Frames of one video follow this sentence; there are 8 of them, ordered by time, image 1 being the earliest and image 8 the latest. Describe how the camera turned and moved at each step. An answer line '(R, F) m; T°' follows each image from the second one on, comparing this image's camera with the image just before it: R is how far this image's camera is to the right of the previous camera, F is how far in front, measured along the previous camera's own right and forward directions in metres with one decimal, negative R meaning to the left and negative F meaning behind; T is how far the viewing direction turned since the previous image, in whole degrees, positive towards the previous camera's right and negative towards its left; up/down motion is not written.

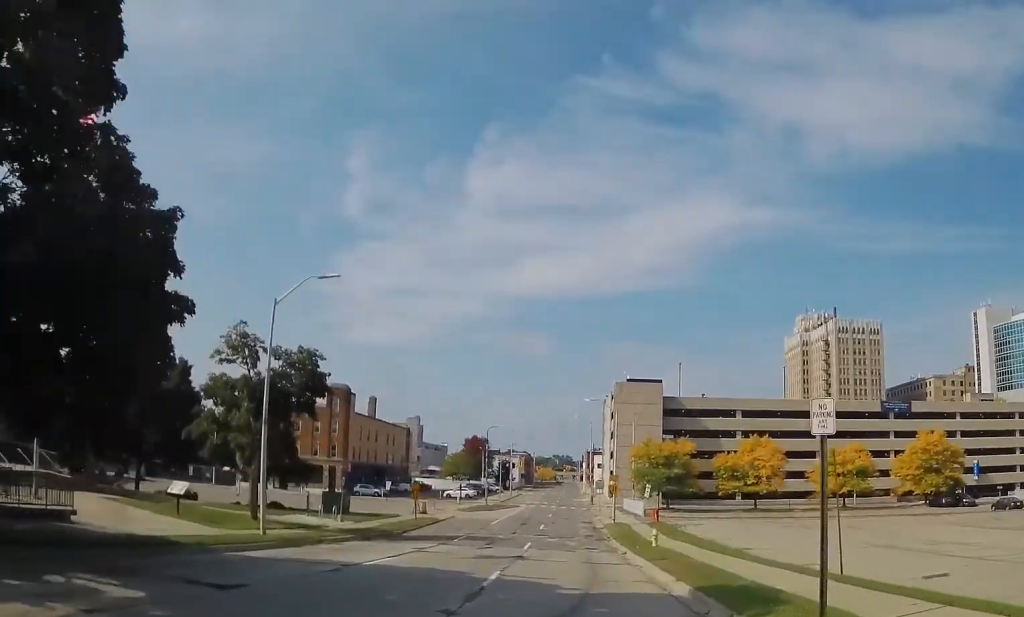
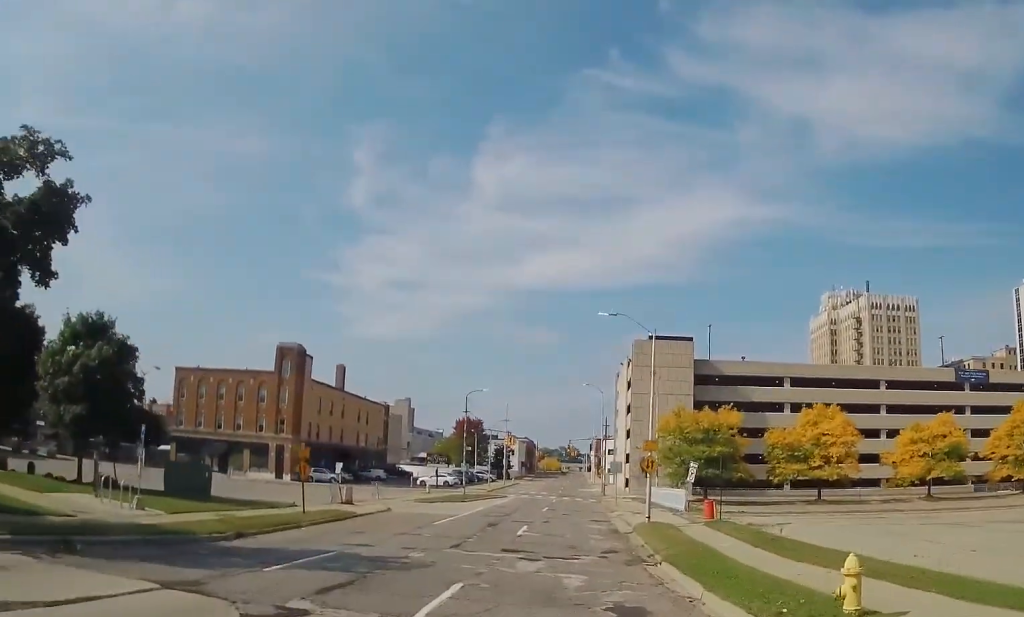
(+0.7, +21.3) m; +1°
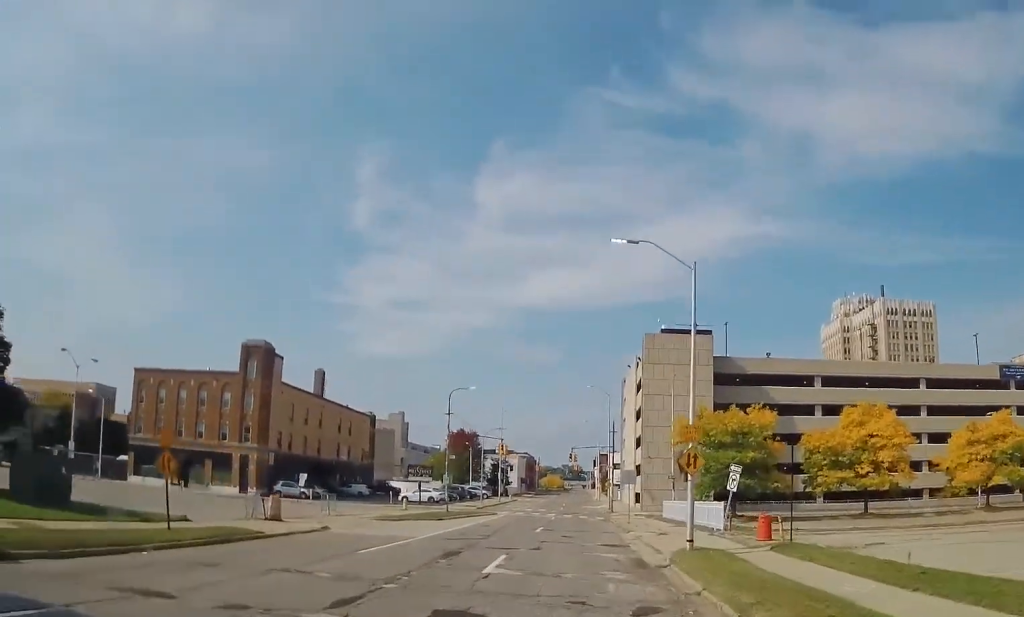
(-0.4, +10.2) m; -1°
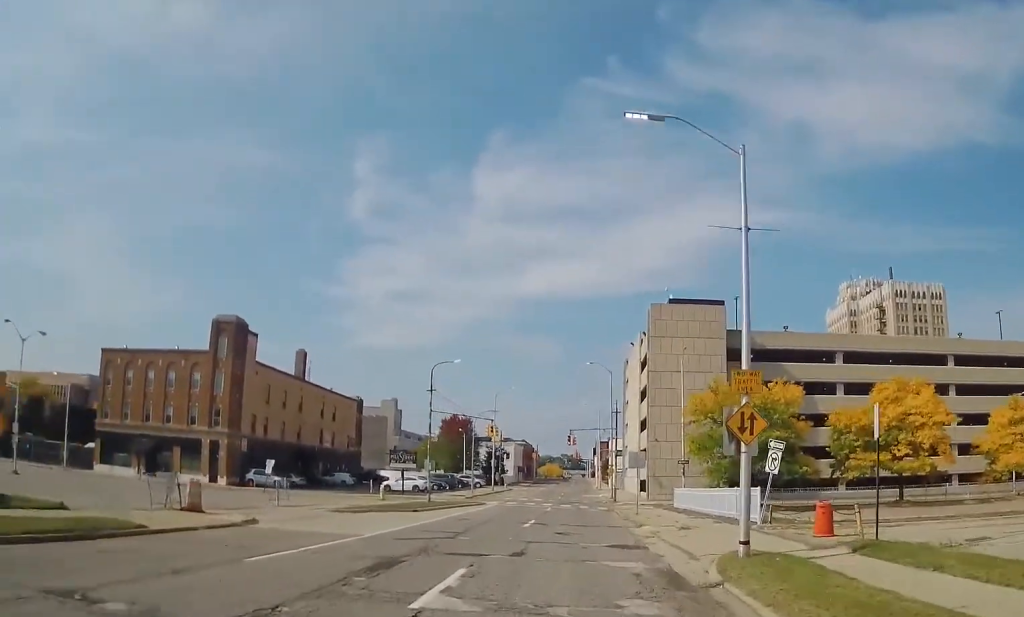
(-0.2, +6.6) m; -1°
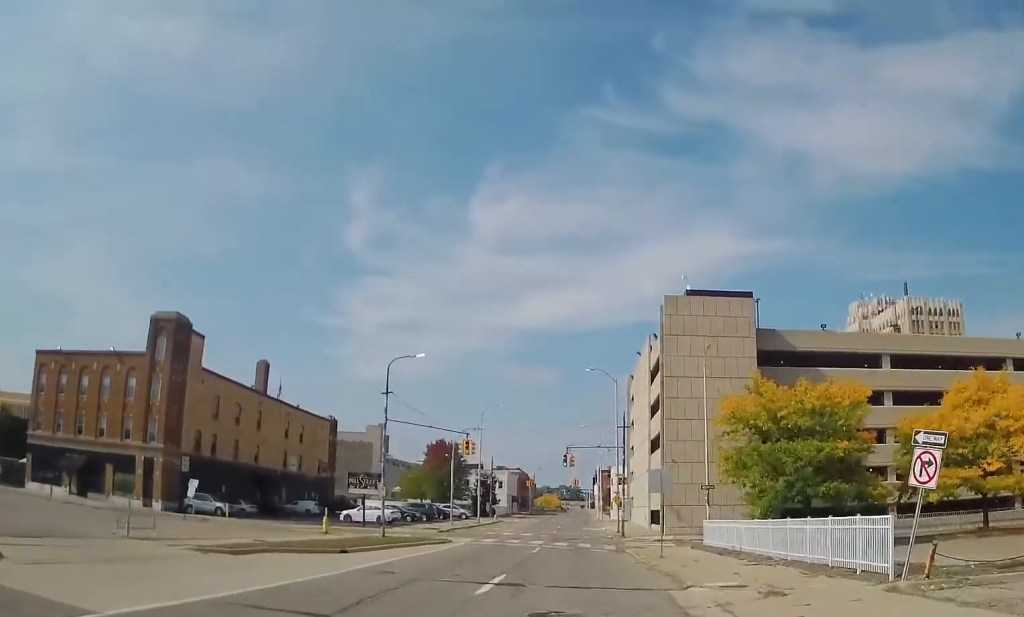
(+0.4, +11.5) m; +2°
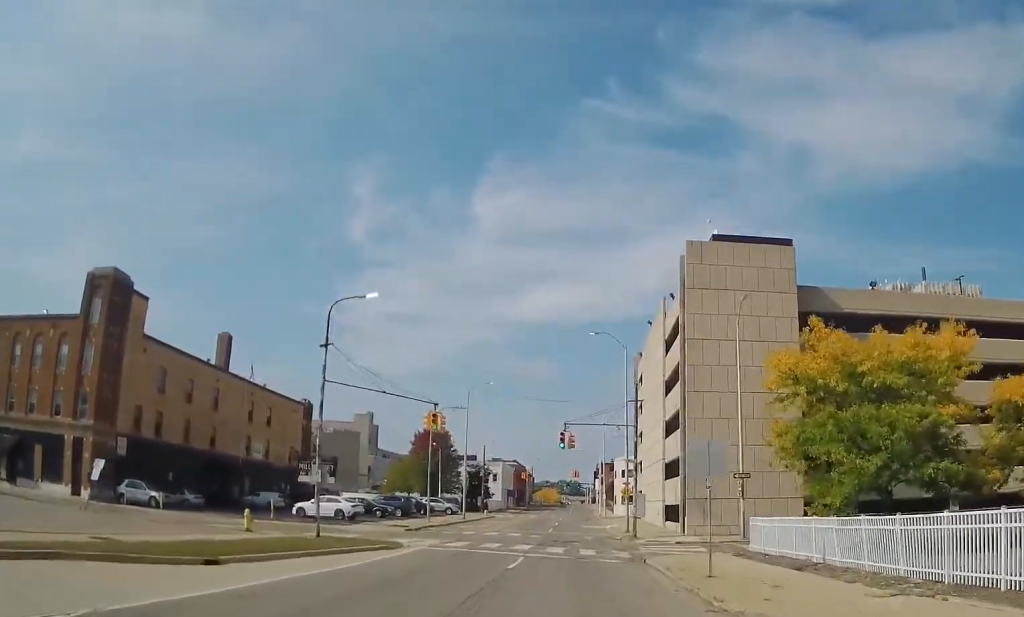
(-0.1, +10.0) m; 0°
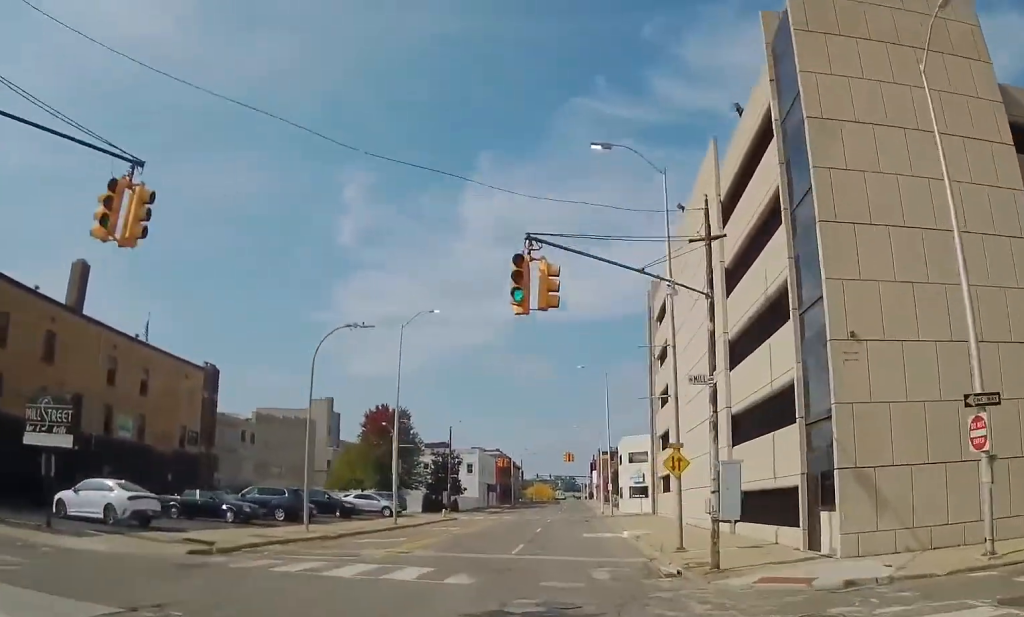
(0.0, +24.1) m; 0°
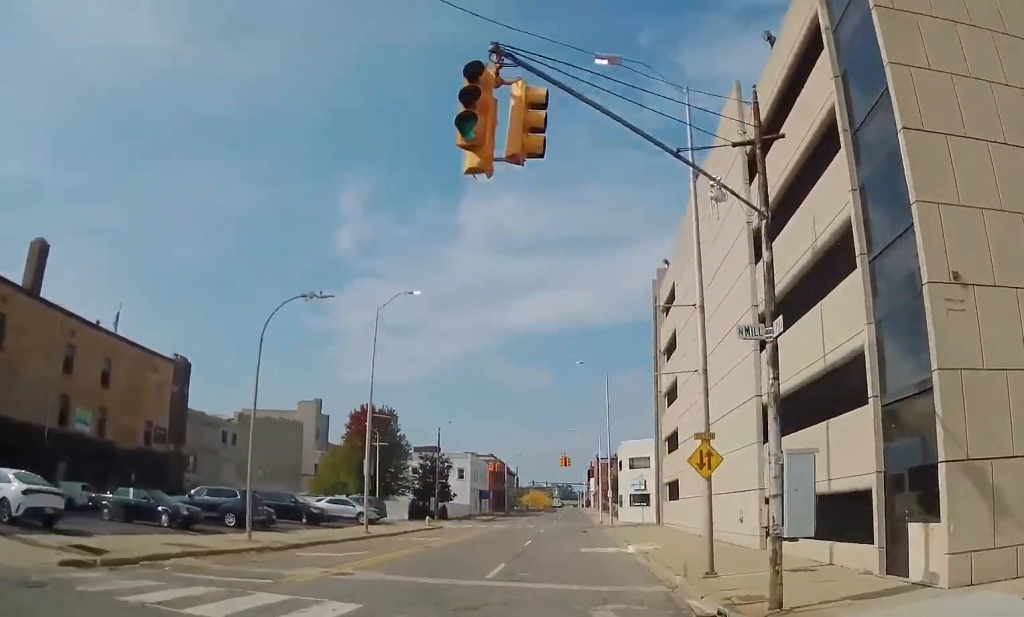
(0.0, +5.2) m; 0°
